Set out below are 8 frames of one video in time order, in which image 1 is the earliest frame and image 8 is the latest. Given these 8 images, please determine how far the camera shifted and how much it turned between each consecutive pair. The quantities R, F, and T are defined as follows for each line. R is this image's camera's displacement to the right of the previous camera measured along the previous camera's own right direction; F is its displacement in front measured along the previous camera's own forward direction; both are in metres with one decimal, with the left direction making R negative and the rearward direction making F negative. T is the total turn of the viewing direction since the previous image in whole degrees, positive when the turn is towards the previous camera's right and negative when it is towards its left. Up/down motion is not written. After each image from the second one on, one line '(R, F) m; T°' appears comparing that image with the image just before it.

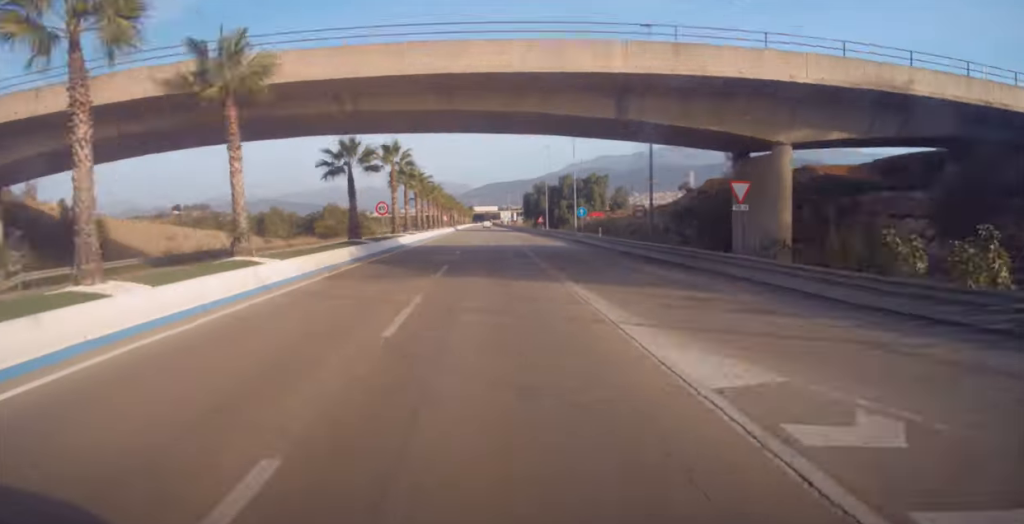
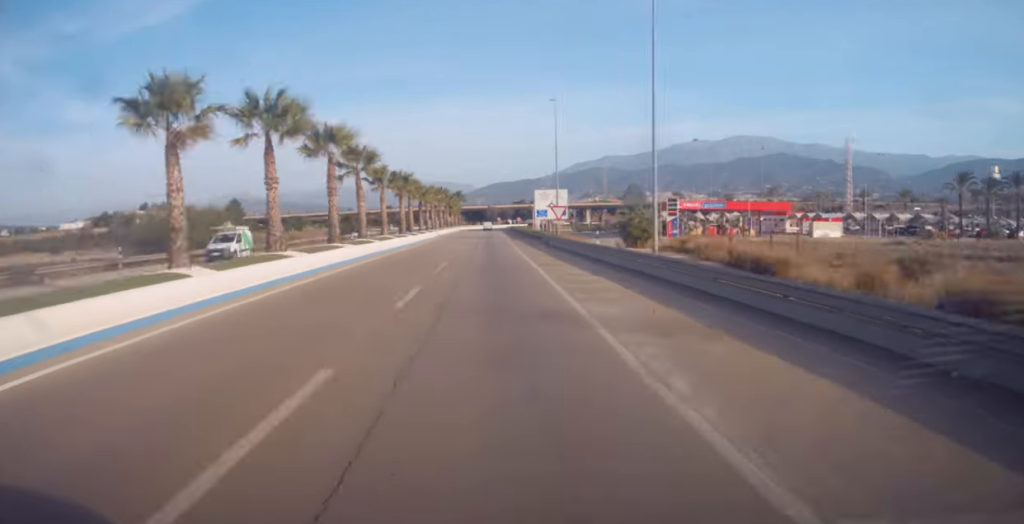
(+0.5, +158.3) m; +2°
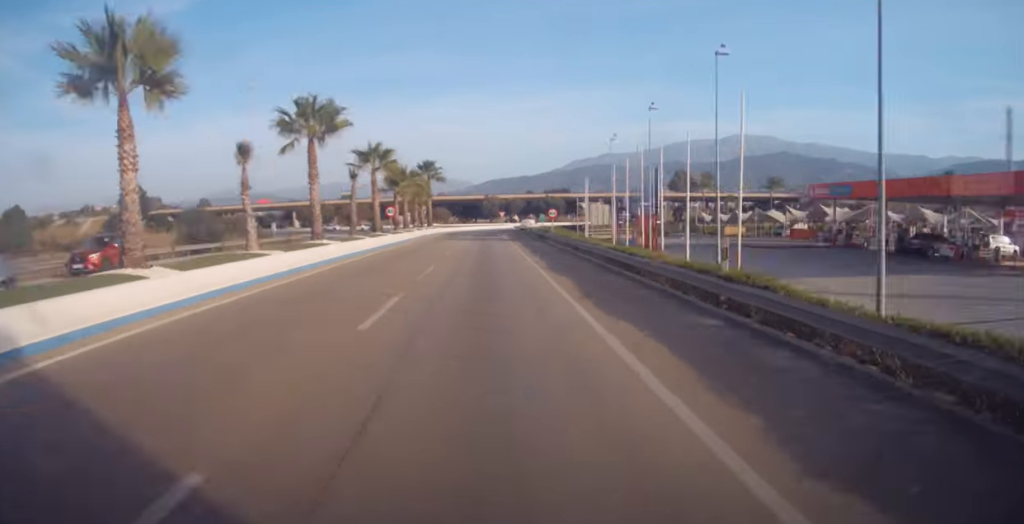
(-0.8, +60.2) m; +5°
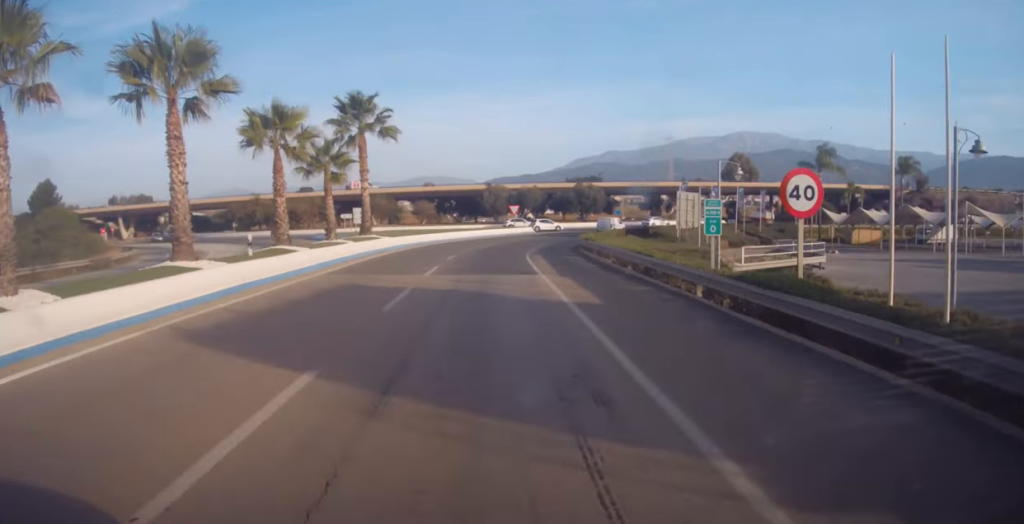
(-1.5, +38.4) m; +7°
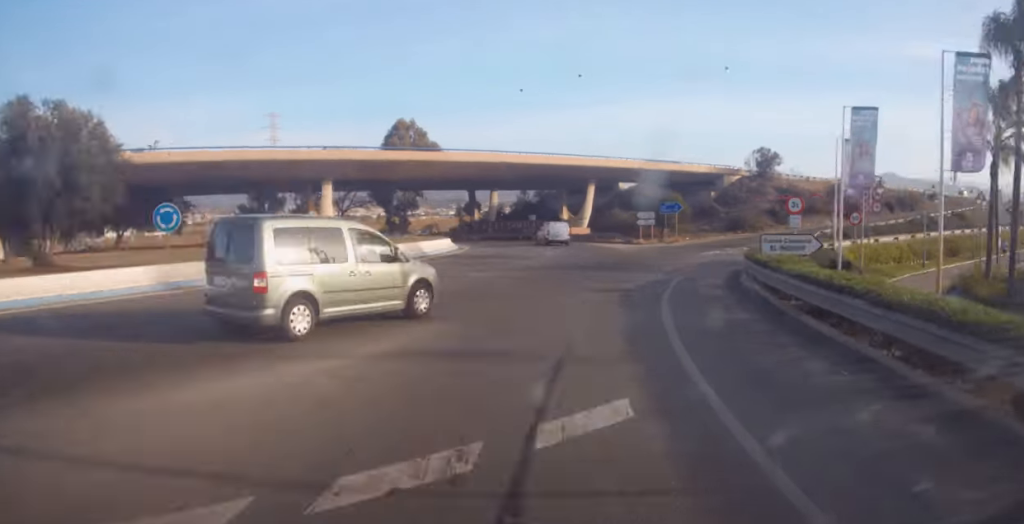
(+28.0, +61.9) m; +47°
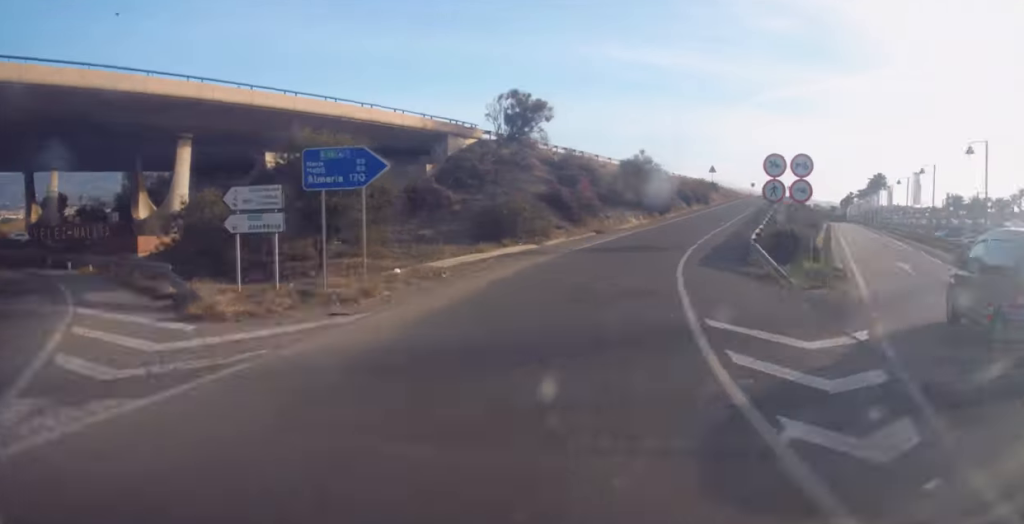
(+11.4, +47.8) m; +15°
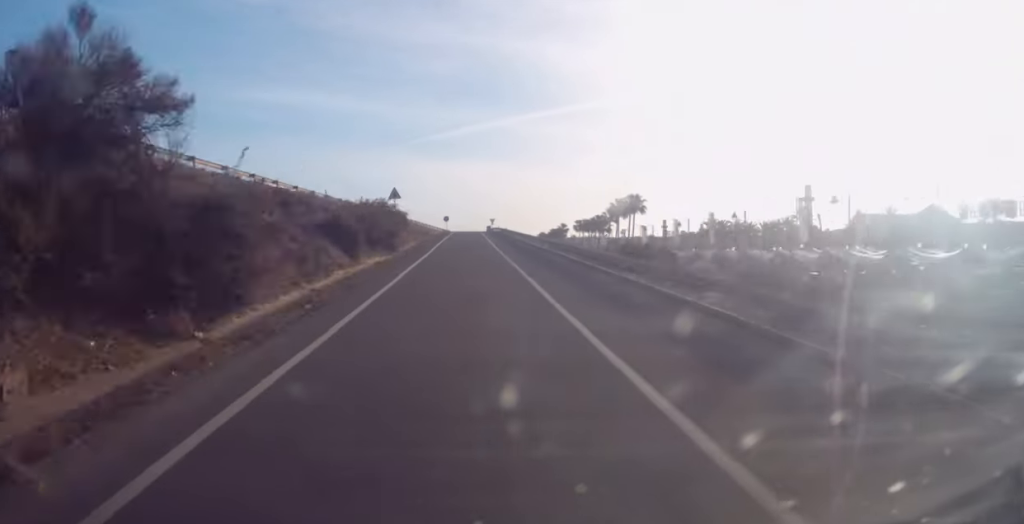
(+6.0, +53.0) m; +8°
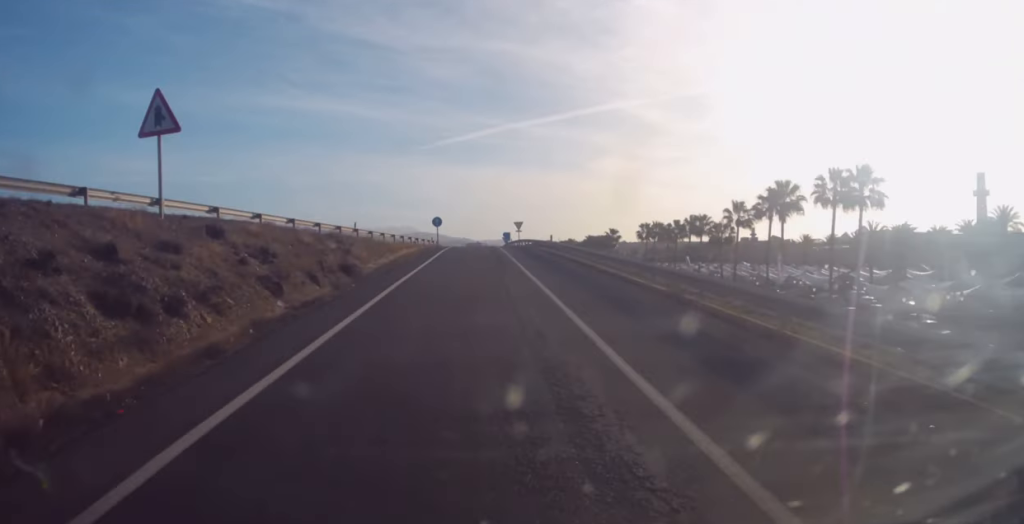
(+4.4, +67.9) m; +3°
